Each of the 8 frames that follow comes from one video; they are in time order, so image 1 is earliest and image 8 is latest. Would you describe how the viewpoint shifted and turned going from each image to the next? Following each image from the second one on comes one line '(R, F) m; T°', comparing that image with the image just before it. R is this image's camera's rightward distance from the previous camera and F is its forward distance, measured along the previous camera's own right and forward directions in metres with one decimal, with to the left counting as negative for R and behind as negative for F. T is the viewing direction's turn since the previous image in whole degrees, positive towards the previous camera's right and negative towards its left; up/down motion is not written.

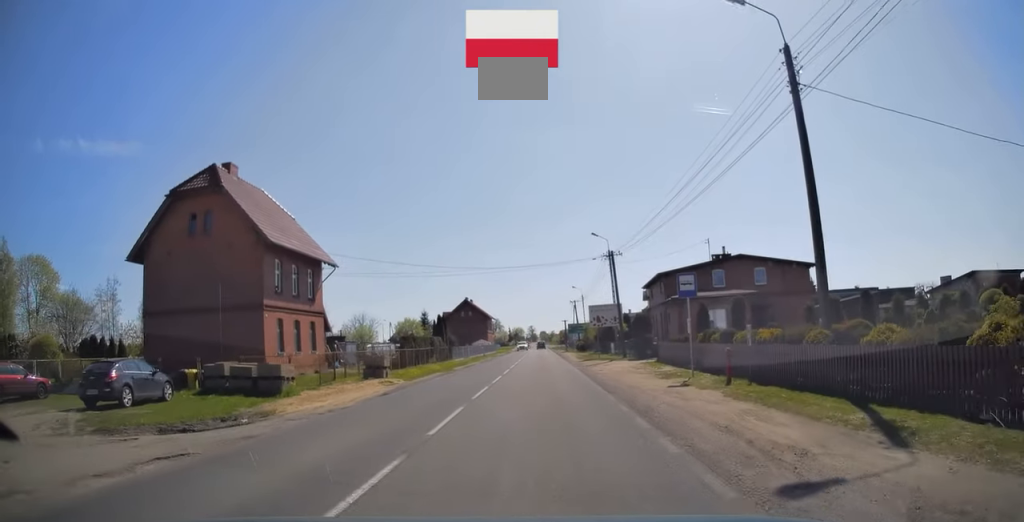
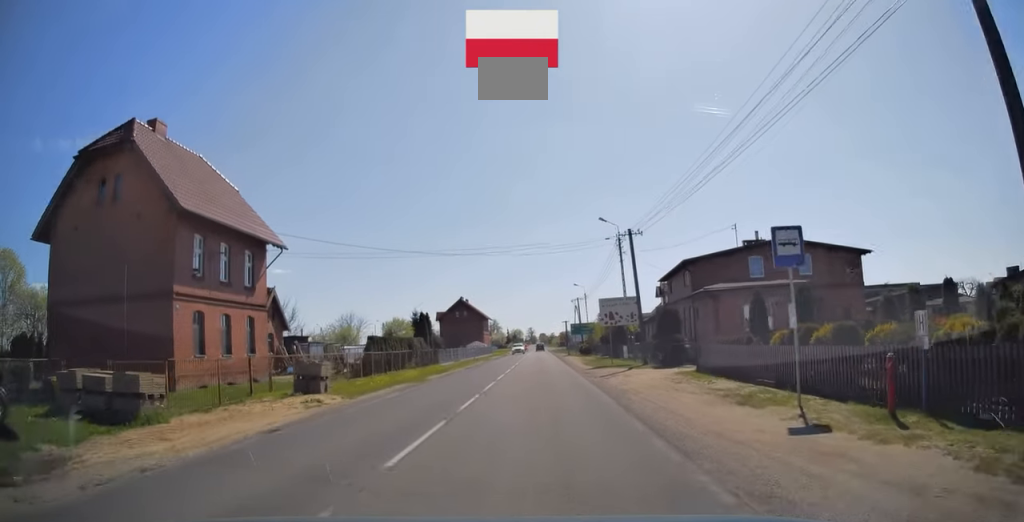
(-0.1, +8.2) m; 0°
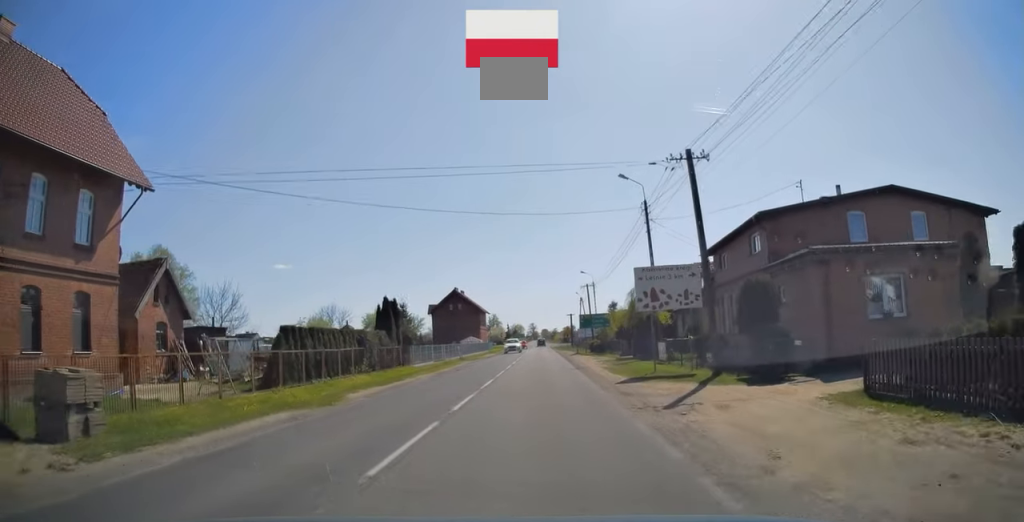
(-0.1, +12.3) m; 0°
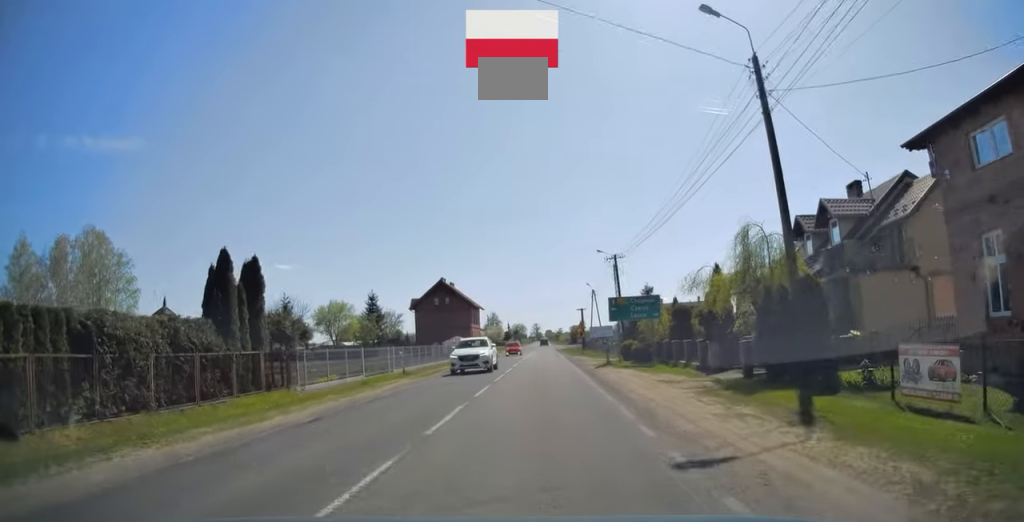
(+0.1, +20.8) m; 0°
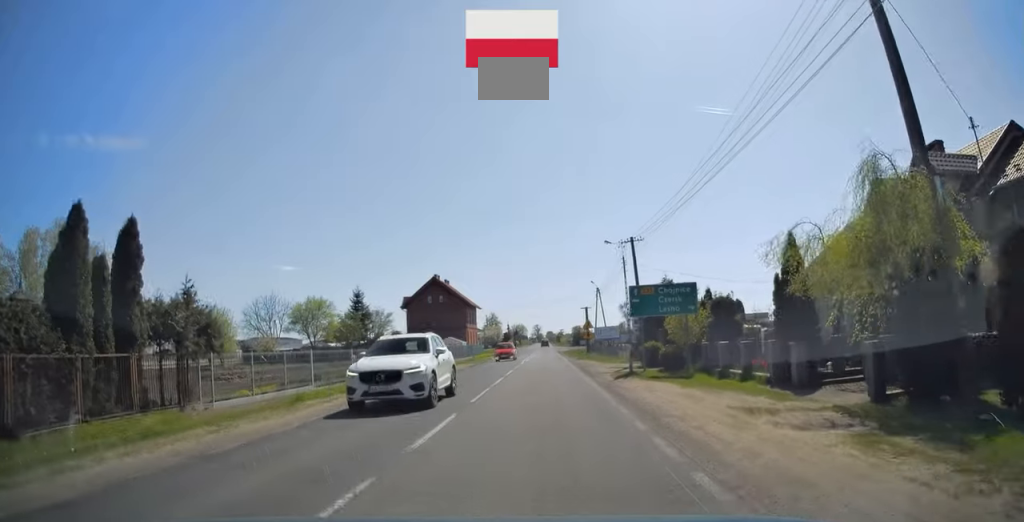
(-0.1, +7.1) m; 0°
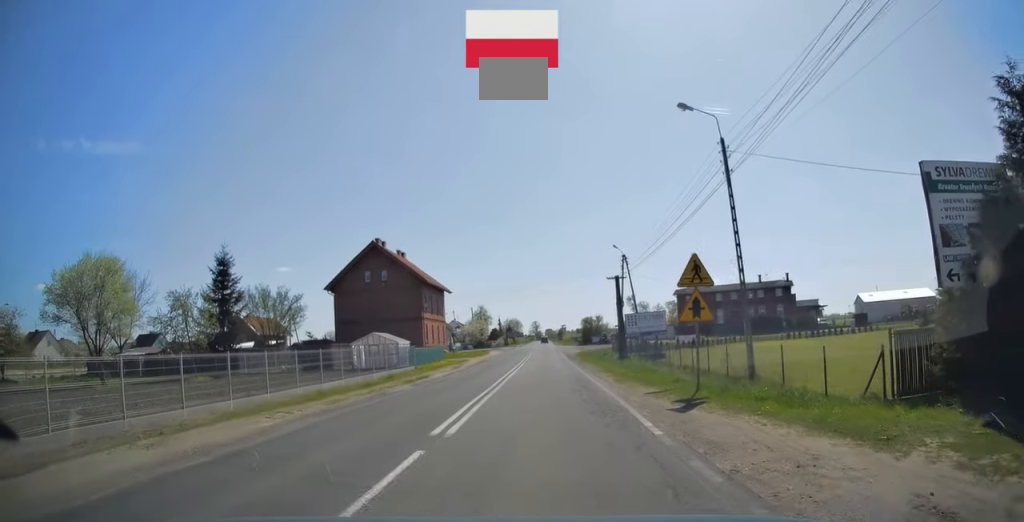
(0.0, +33.6) m; 0°
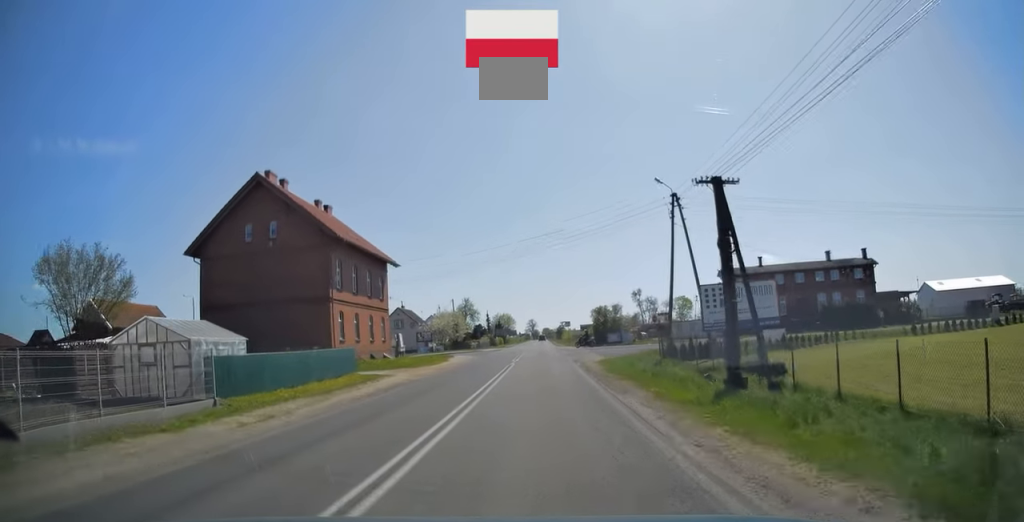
(+0.3, +26.2) m; 0°
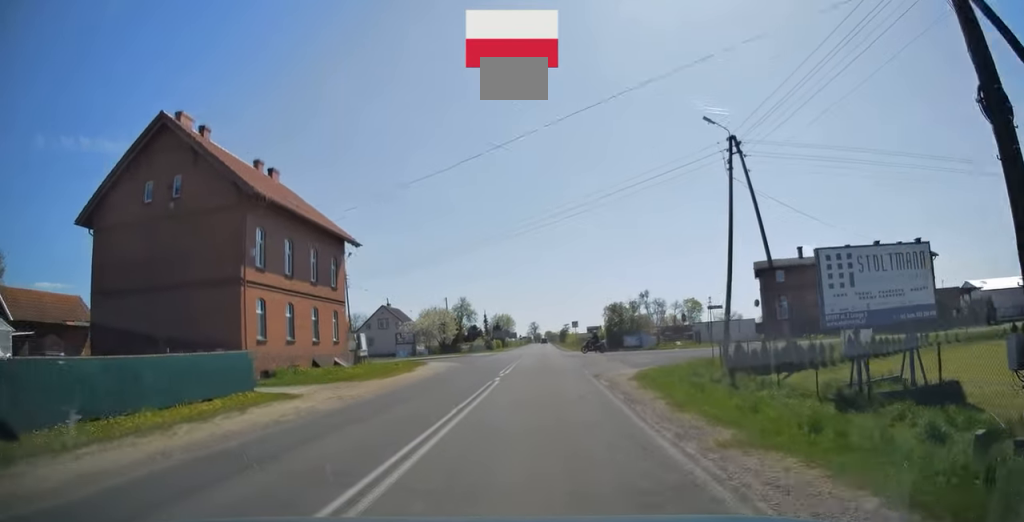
(-0.1, +11.4) m; 0°
